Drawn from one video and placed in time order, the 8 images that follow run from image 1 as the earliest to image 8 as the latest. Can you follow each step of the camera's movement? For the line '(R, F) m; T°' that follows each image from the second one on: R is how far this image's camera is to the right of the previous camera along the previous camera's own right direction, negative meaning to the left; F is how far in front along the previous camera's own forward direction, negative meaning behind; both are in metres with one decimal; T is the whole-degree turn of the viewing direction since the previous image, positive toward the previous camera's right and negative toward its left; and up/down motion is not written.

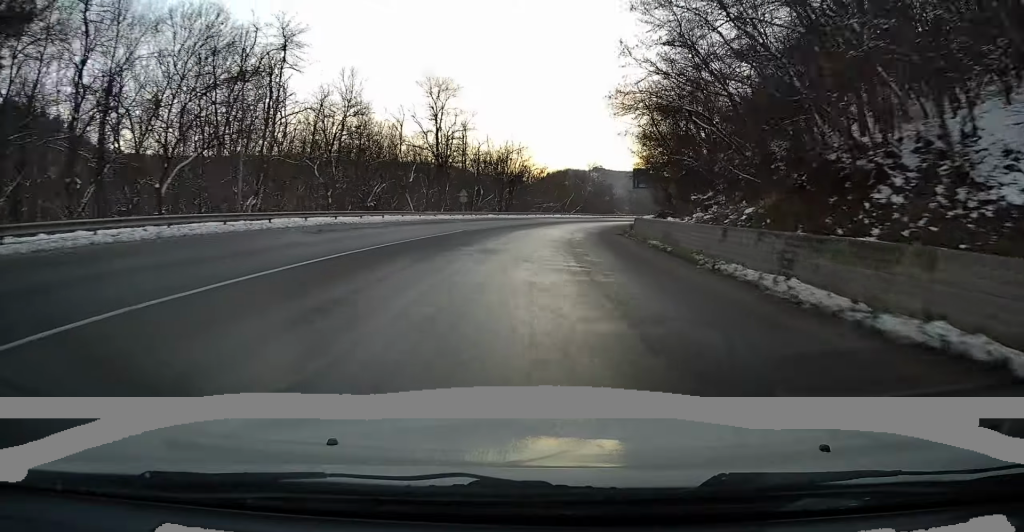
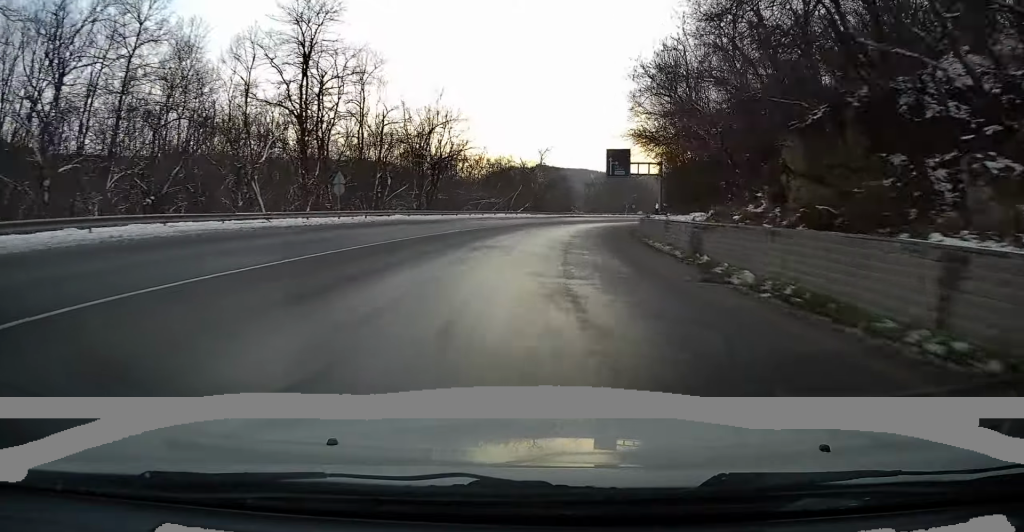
(+1.3, +26.5) m; +5°
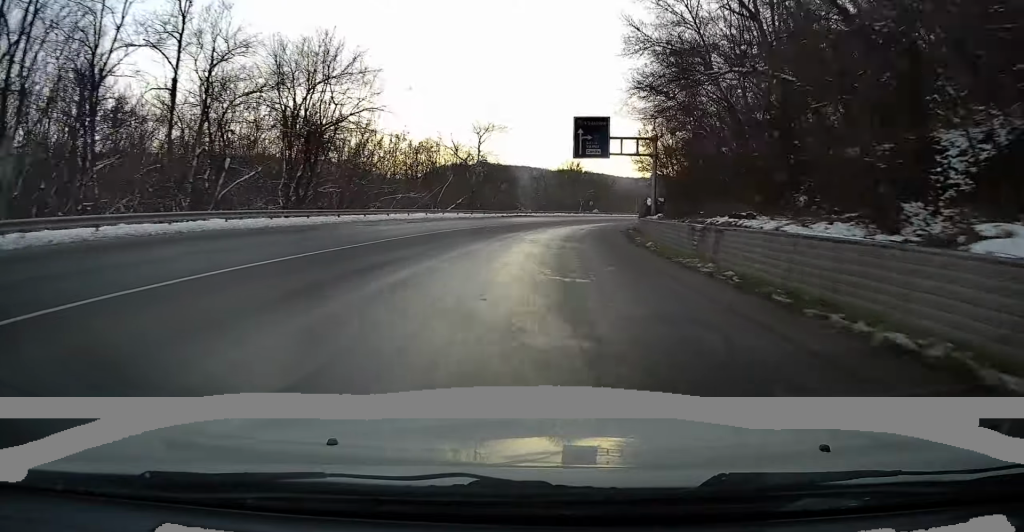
(+0.8, +22.2) m; +4°
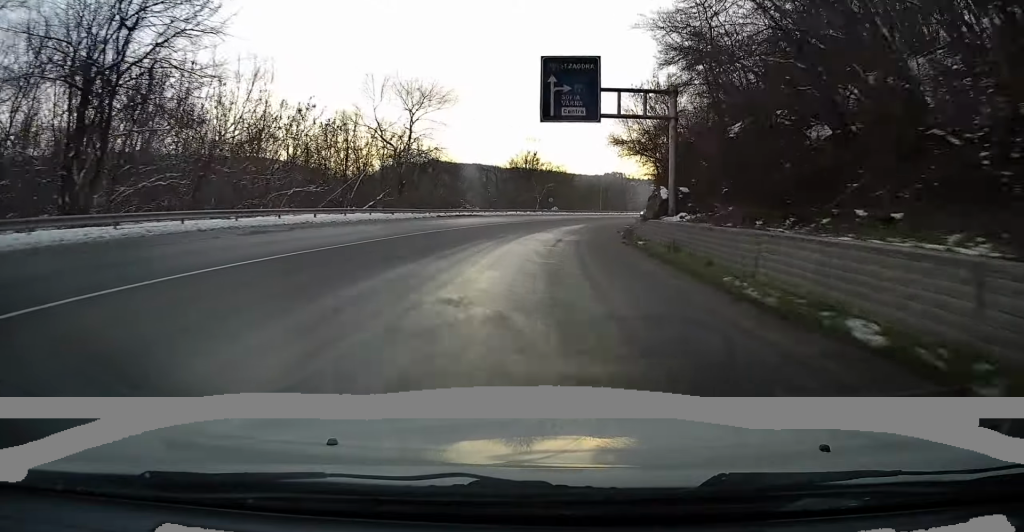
(+0.4, +17.7) m; +4°
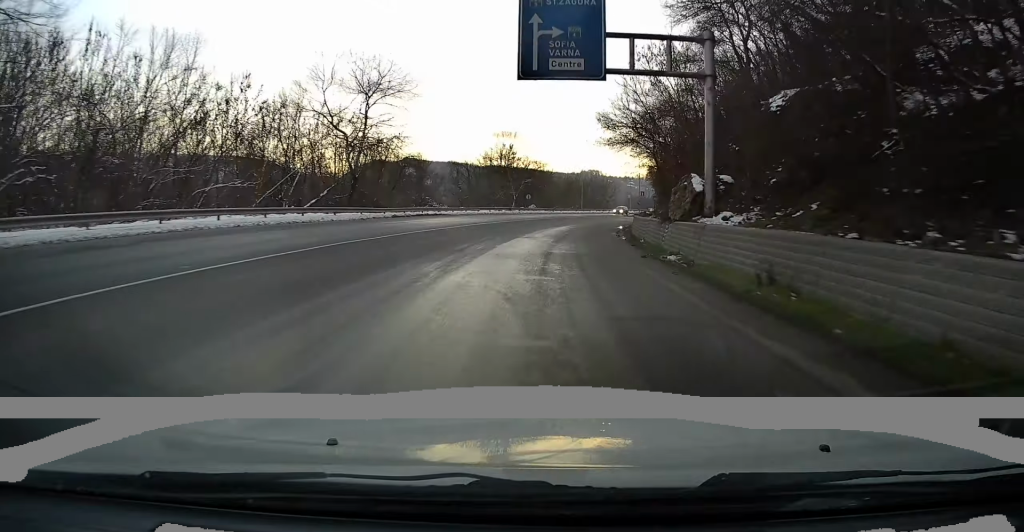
(0.0, +8.8) m; +3°
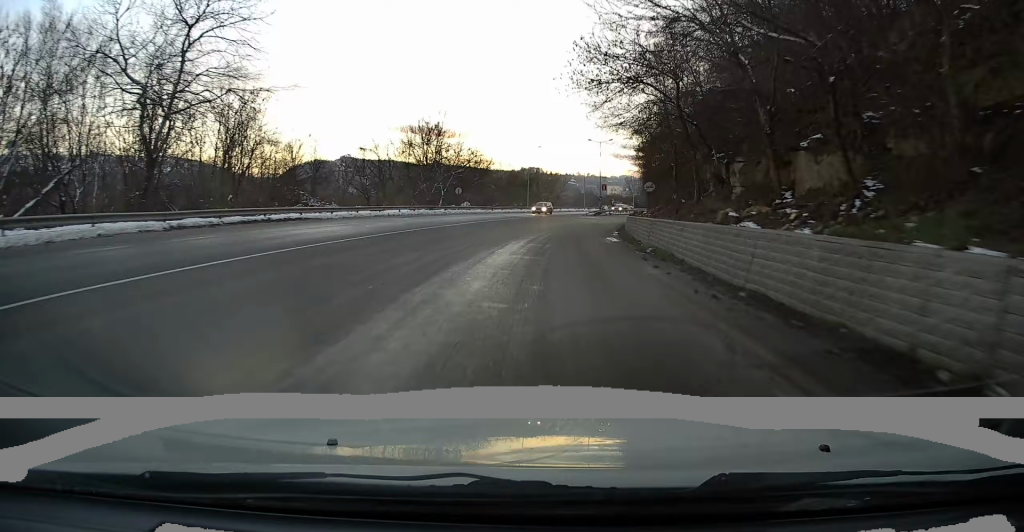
(+1.7, +21.7) m; +7°
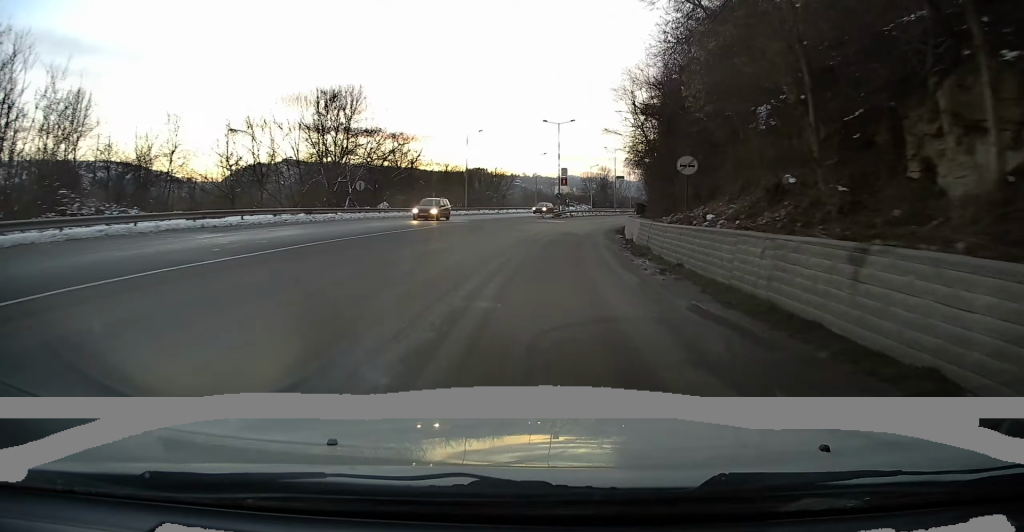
(+0.5, +19.6) m; +3°
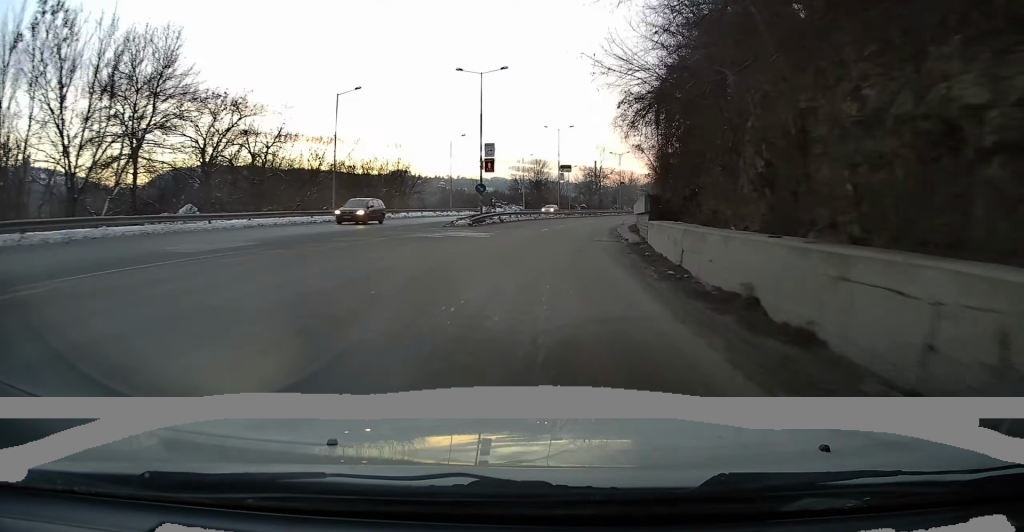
(+1.4, +27.0) m; +6°
